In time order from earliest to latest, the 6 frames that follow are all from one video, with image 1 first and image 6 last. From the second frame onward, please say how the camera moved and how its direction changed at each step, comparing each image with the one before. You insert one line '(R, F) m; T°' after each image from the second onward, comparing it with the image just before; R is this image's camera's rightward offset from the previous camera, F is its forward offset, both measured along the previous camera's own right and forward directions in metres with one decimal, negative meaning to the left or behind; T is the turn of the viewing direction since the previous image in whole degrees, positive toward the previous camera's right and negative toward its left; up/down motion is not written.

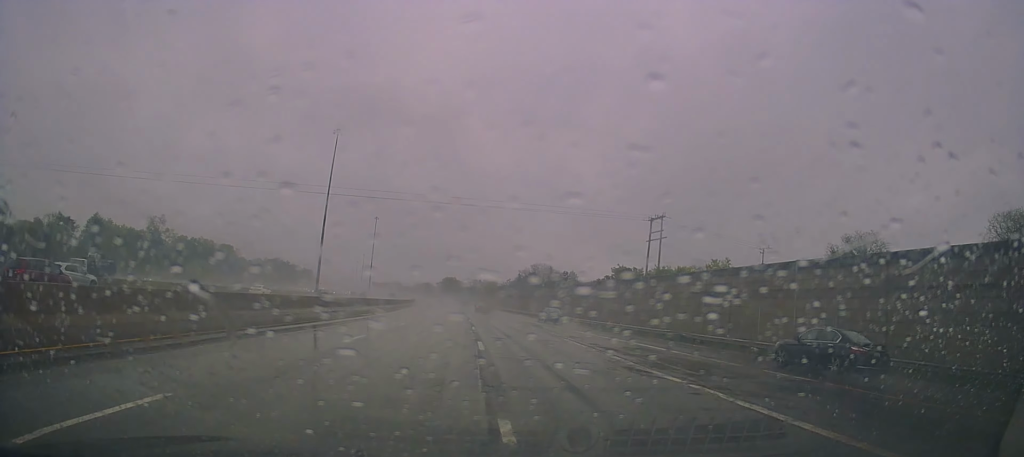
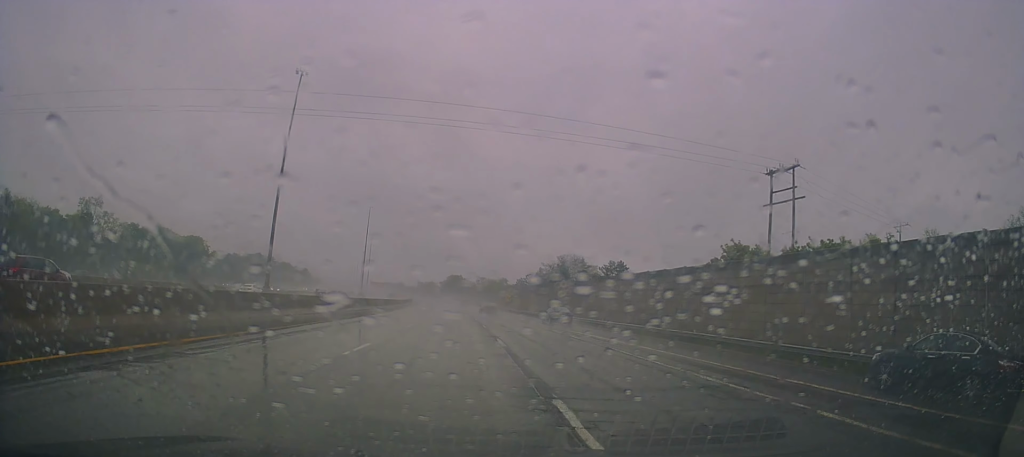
(+0.1, +35.4) m; -1°
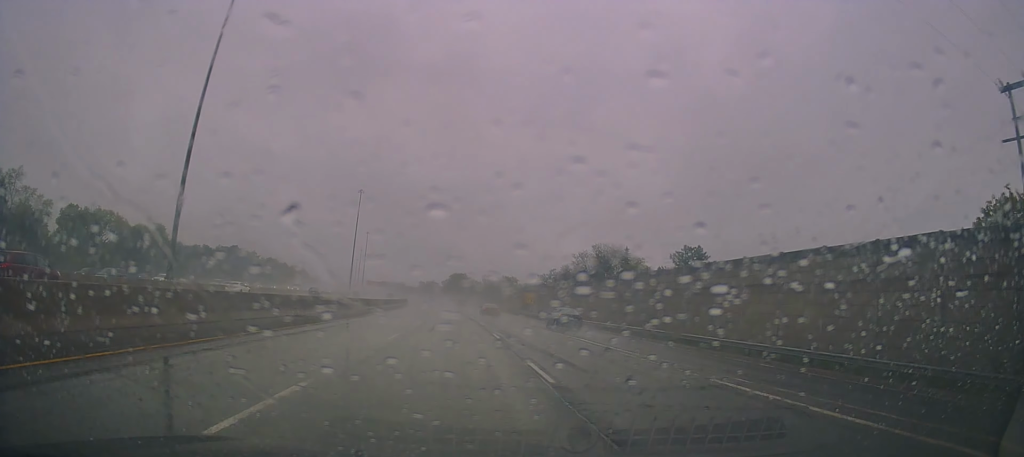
(-0.3, +31.4) m; -1°
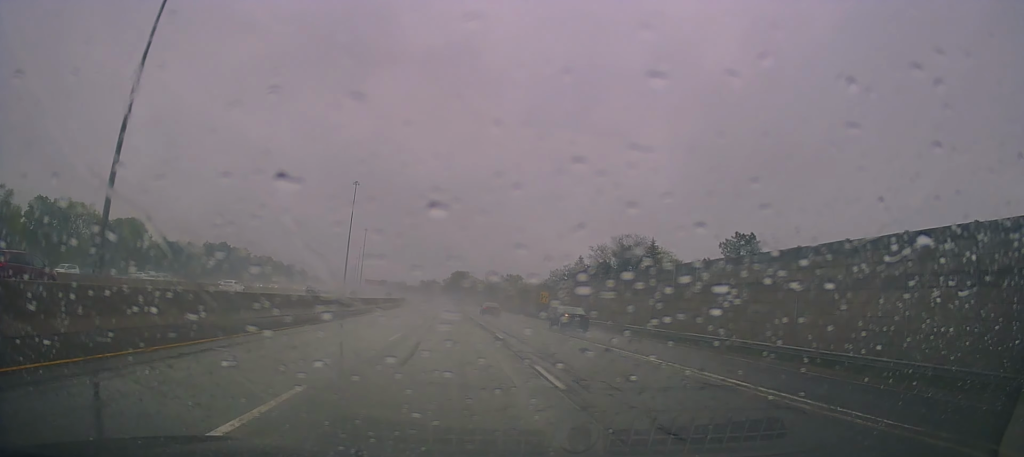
(0.0, +13.9) m; 0°
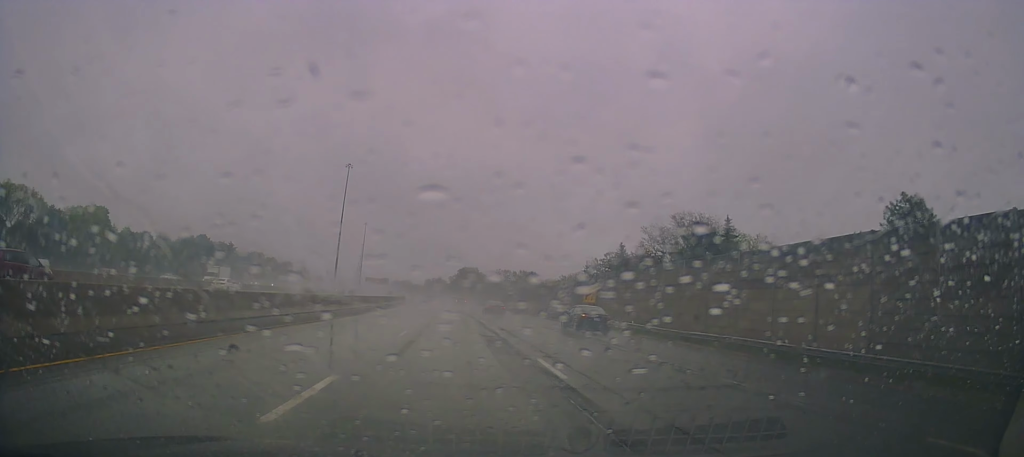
(0.0, +23.8) m; 0°
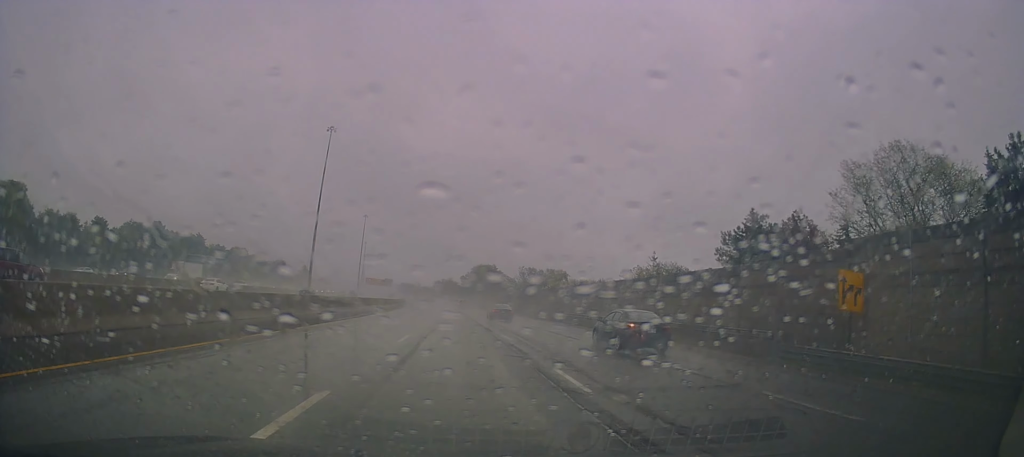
(-0.1, +38.2) m; -1°
